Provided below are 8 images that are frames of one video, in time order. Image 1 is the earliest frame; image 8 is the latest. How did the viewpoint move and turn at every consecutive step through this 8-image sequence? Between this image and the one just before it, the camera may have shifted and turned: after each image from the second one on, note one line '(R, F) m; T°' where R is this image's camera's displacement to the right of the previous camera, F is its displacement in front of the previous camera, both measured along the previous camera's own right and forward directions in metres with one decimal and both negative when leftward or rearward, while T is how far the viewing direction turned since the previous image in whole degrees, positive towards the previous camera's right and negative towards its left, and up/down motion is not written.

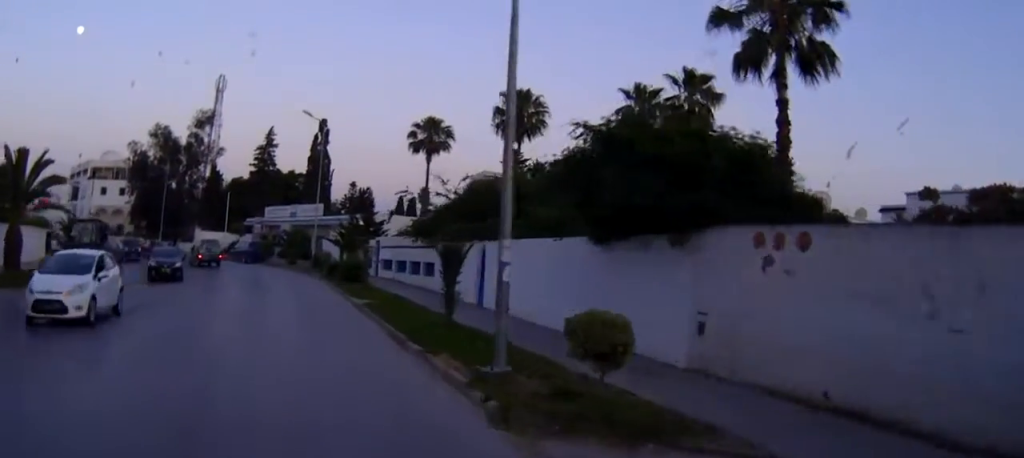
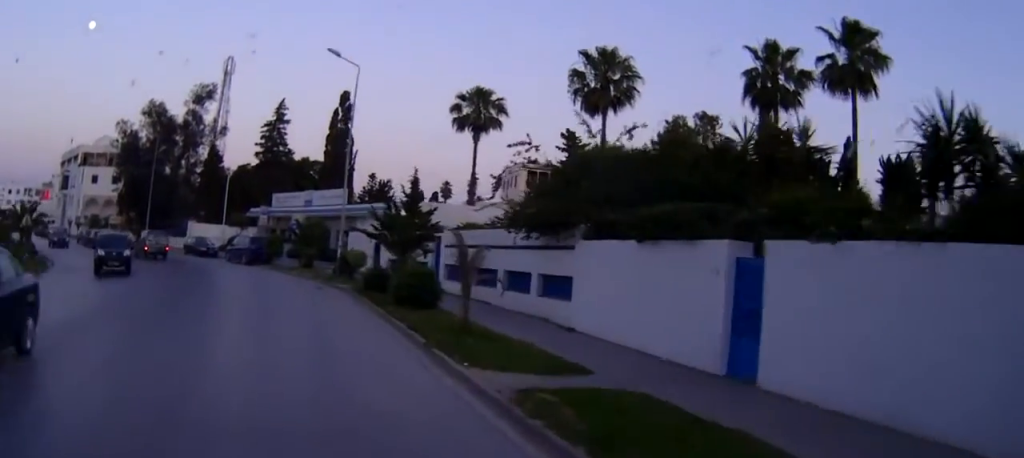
(-0.1, +13.4) m; -2°
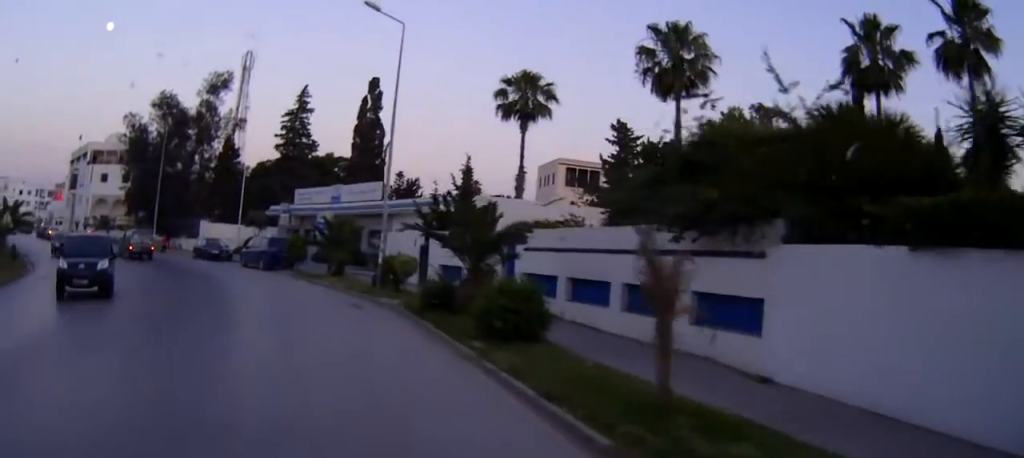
(-0.1, +6.4) m; -2°
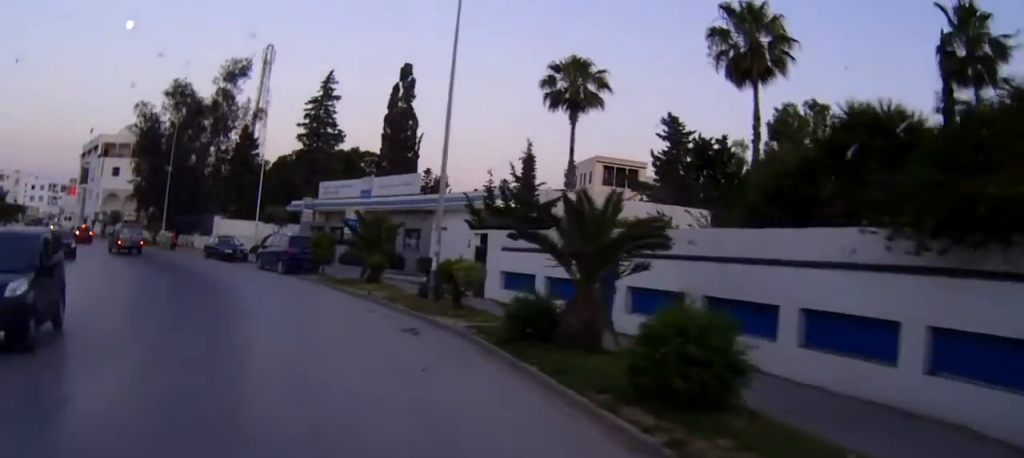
(0.0, +5.3) m; -2°
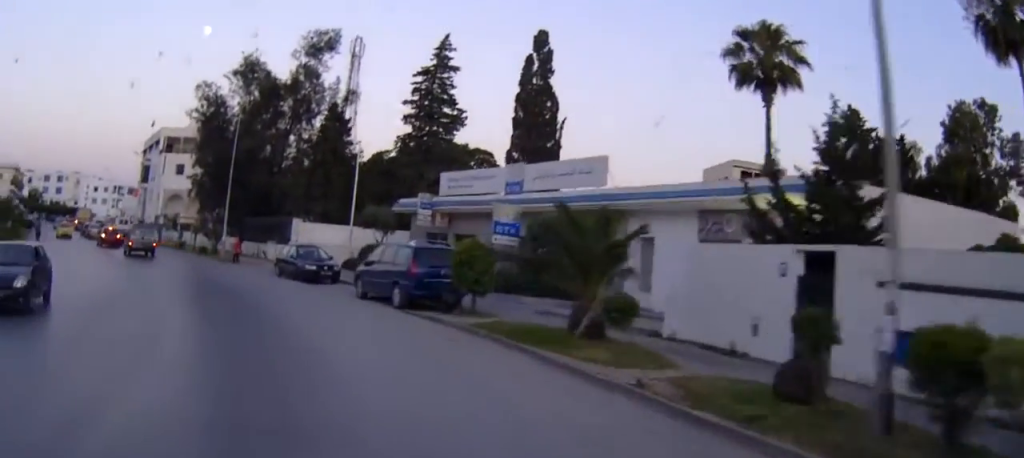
(-0.5, +12.6) m; -7°
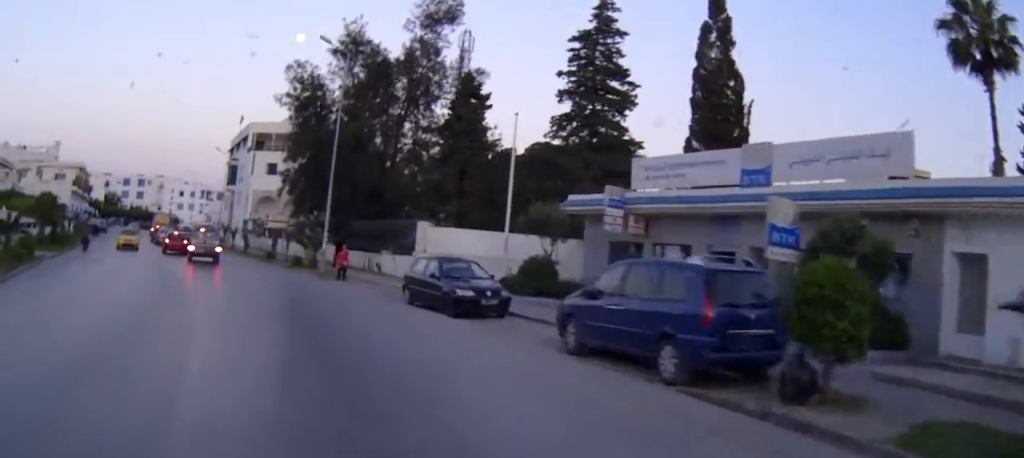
(-0.6, +9.4) m; -5°
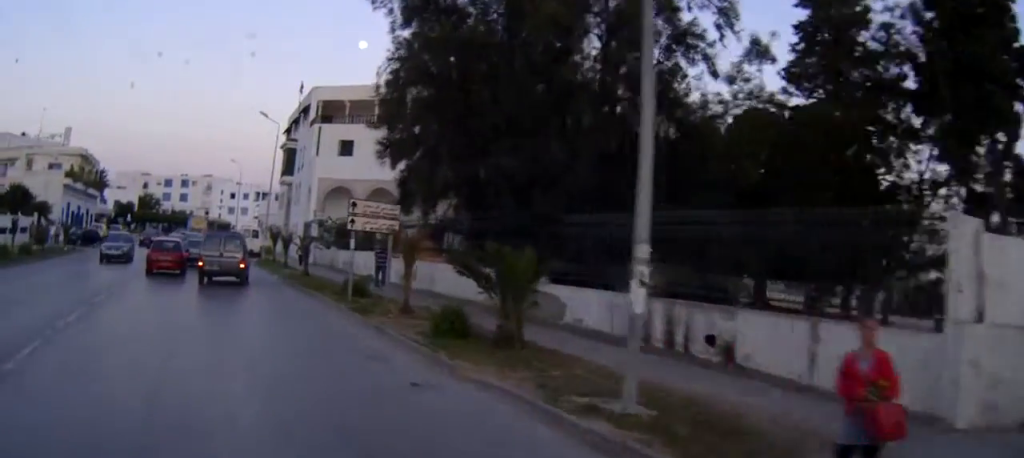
(-1.8, +24.1) m; -8°
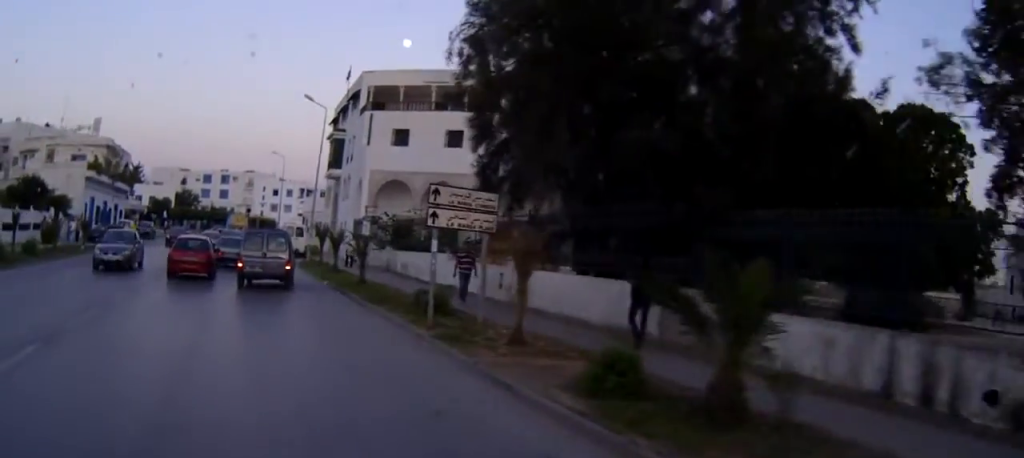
(-0.1, +5.1) m; -1°
